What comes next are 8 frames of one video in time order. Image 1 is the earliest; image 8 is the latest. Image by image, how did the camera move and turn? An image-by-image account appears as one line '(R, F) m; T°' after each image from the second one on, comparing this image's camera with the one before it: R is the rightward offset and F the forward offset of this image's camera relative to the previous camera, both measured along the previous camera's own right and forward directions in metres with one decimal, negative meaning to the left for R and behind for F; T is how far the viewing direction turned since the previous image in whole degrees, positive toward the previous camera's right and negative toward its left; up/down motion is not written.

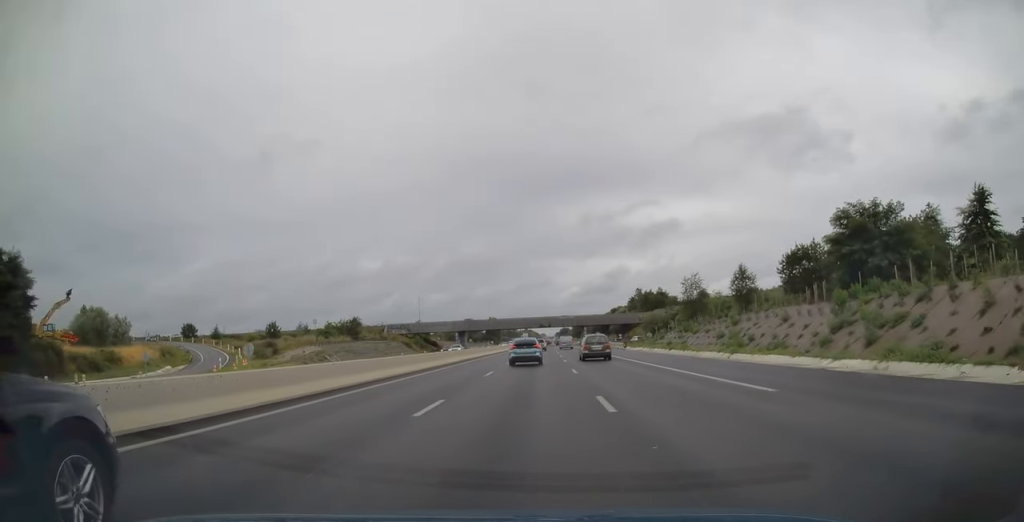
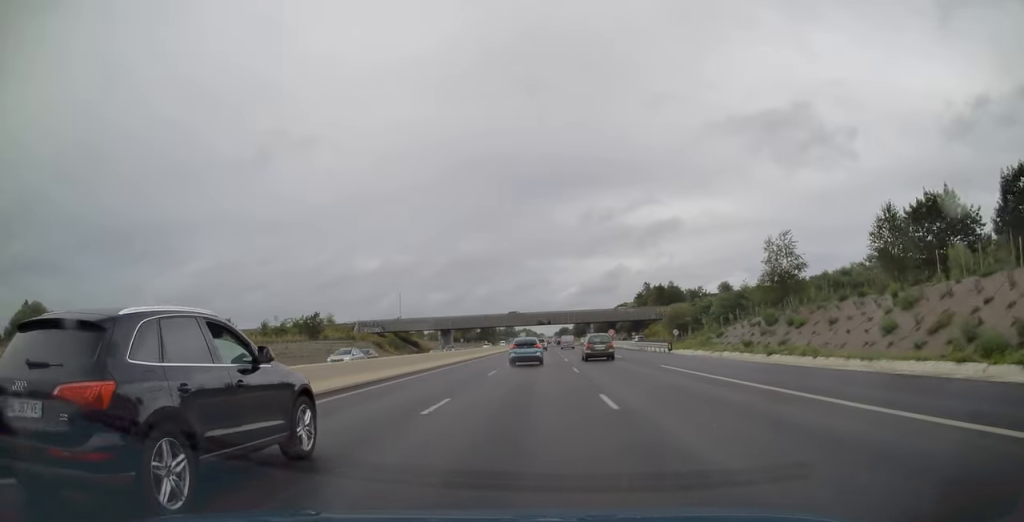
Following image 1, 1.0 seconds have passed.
(0.0, +25.7) m; 0°
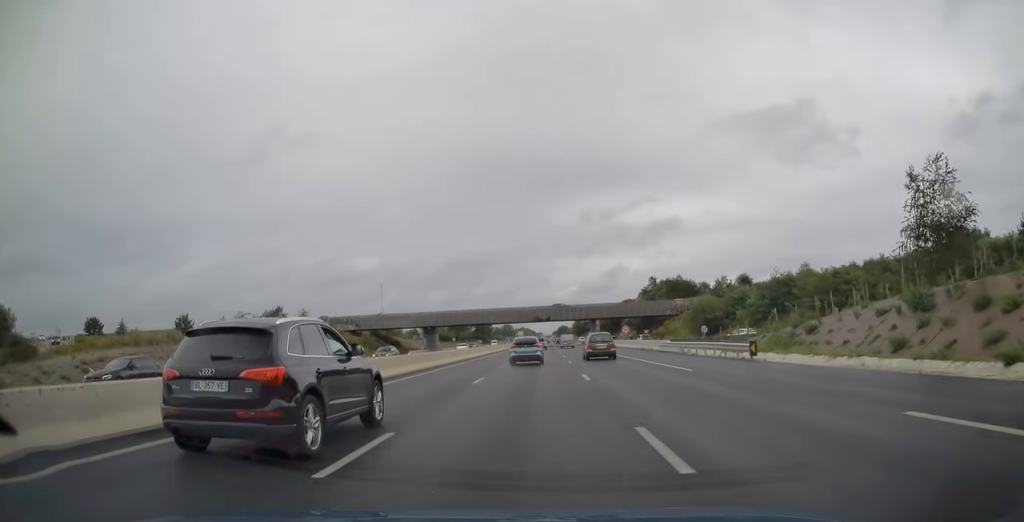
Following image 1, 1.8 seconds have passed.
(0.0, +18.5) m; 0°
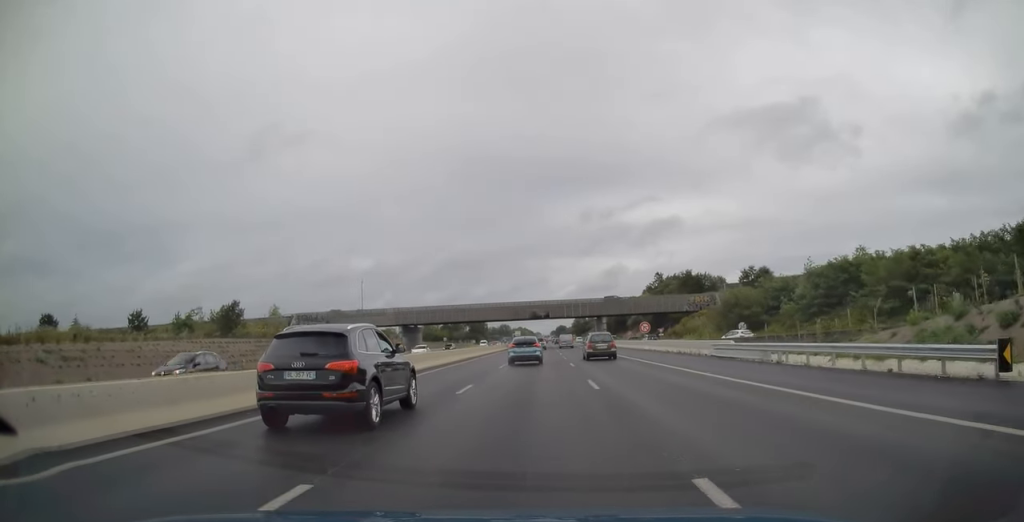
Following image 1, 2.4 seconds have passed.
(-0.1, +16.4) m; +1°
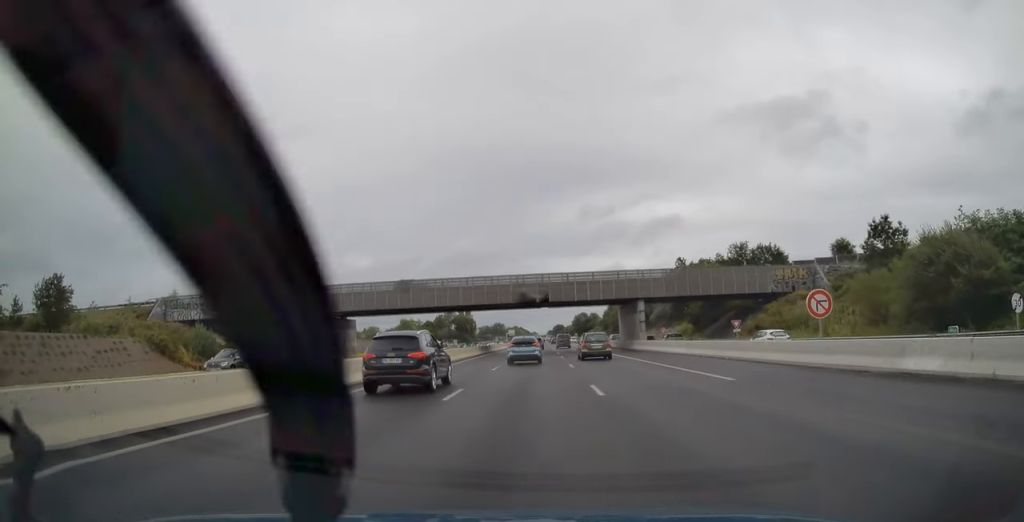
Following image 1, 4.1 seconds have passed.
(+0.5, +41.2) m; +1°
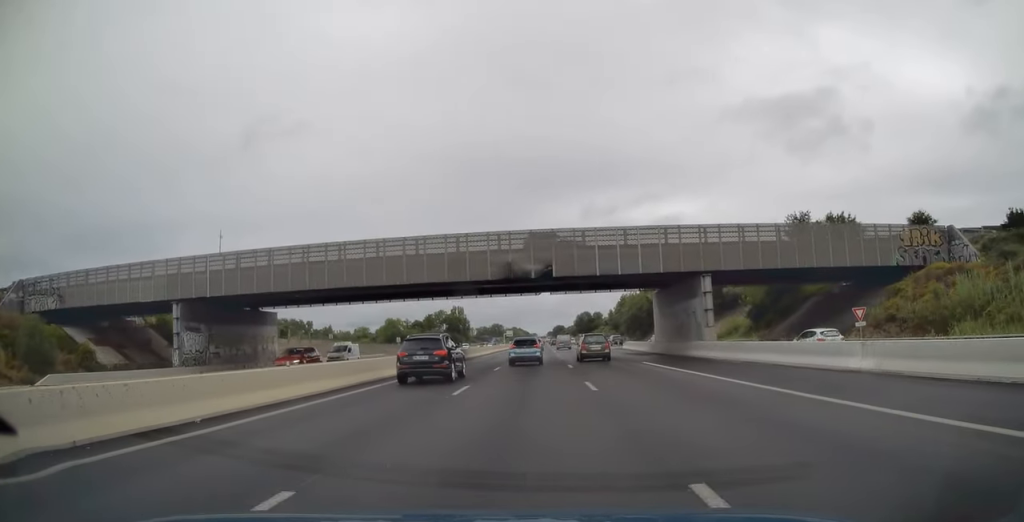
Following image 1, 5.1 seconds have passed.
(0.0, +24.8) m; 0°
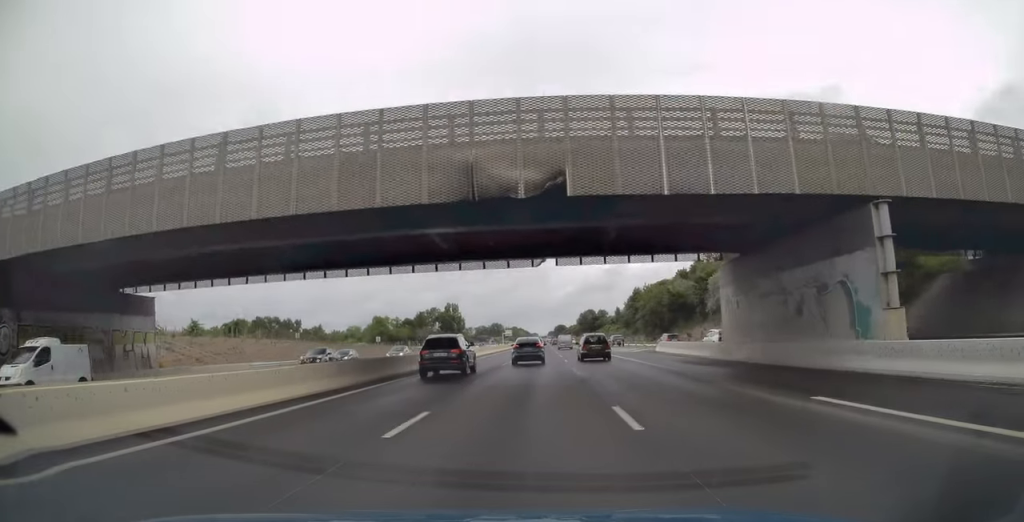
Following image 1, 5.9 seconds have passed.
(-0.1, +20.1) m; -1°
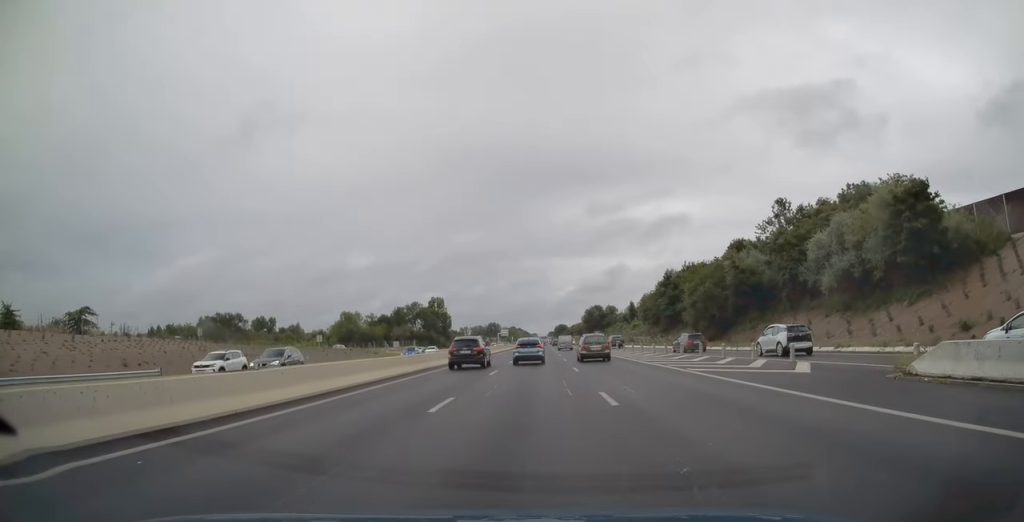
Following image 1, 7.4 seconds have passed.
(-0.5, +36.6) m; -1°
